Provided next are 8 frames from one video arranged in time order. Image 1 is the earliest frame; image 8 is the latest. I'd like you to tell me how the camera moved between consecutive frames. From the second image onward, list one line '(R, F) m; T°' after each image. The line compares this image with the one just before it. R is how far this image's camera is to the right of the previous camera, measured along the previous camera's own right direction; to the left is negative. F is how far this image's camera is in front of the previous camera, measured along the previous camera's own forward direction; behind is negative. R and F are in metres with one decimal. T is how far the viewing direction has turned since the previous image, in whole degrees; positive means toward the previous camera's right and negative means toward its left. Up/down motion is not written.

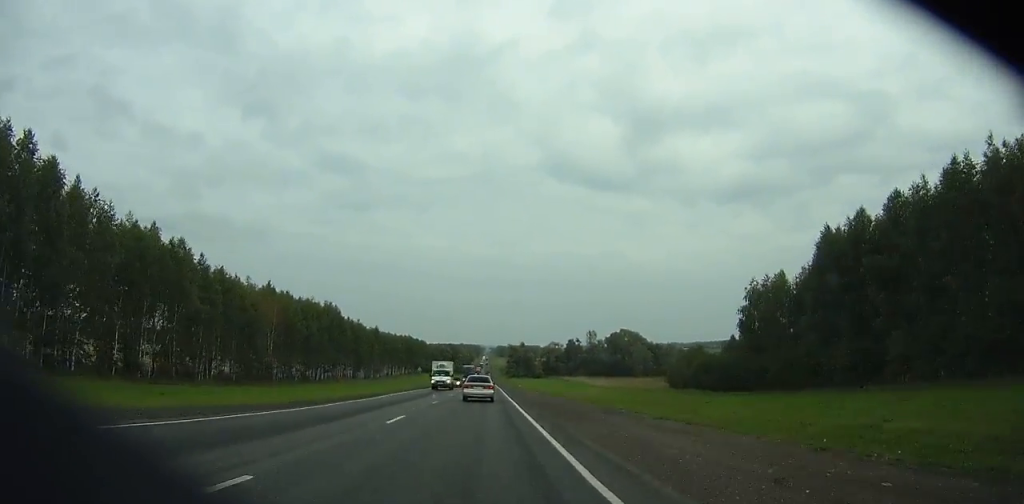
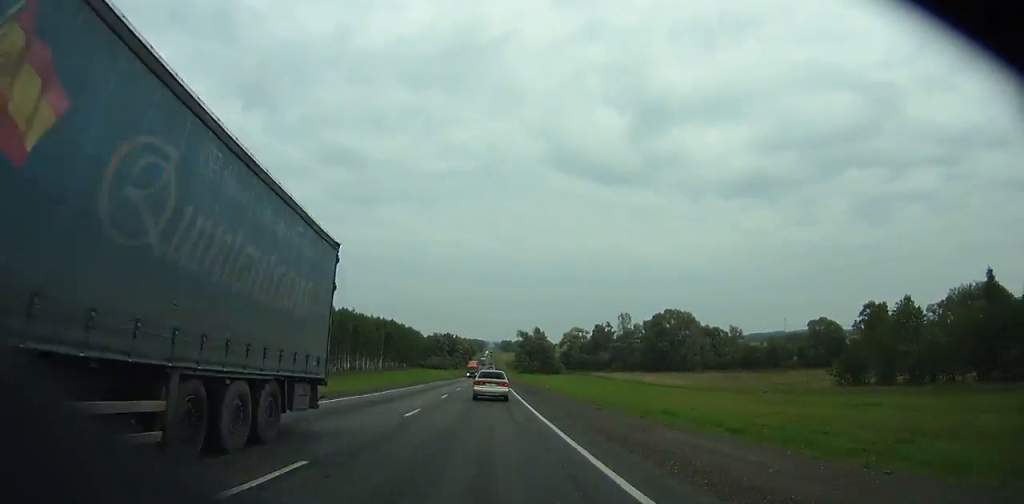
(-0.4, +69.8) m; -1°
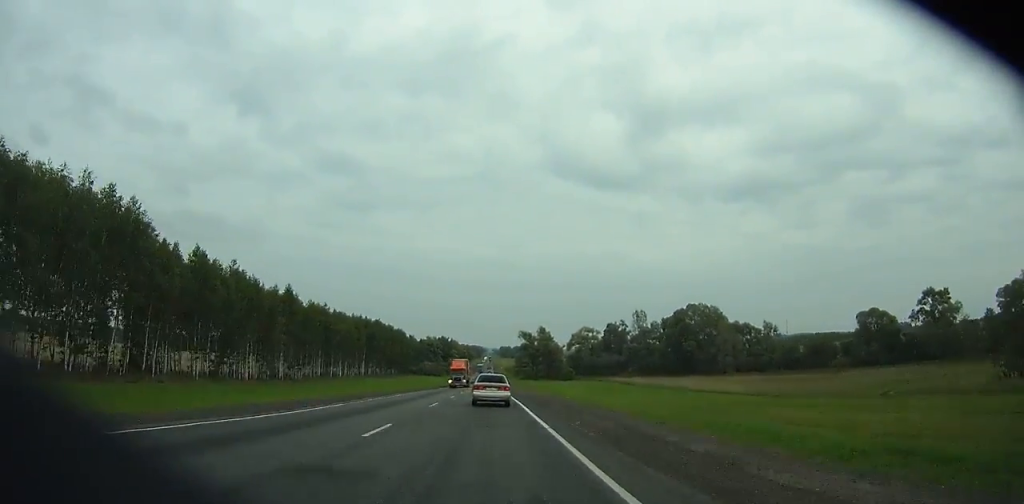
(0.0, +28.3) m; 0°
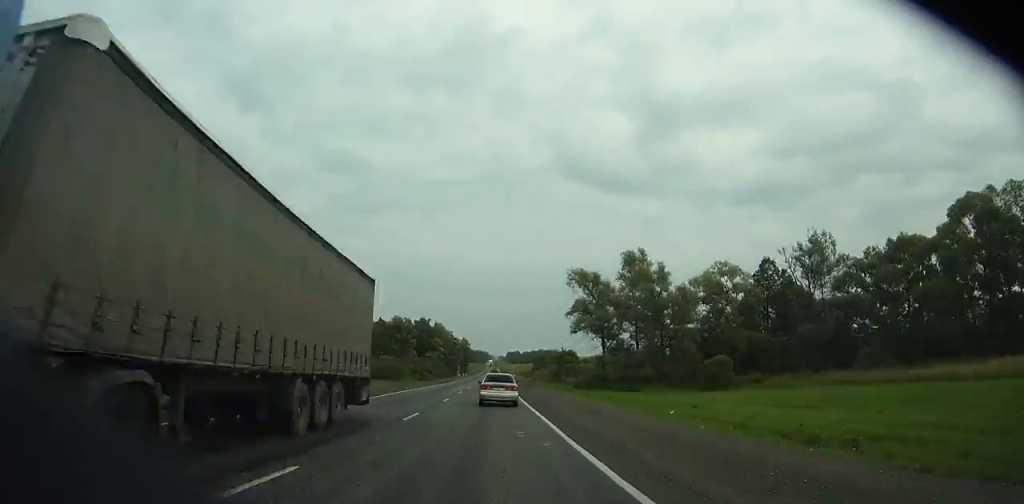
(-1.6, +128.1) m; -1°
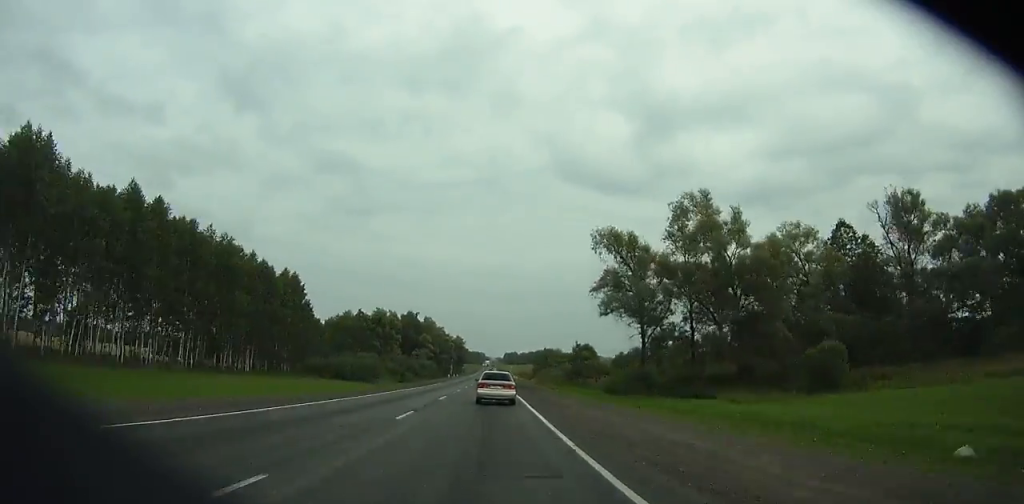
(+0.1, +24.5) m; 0°
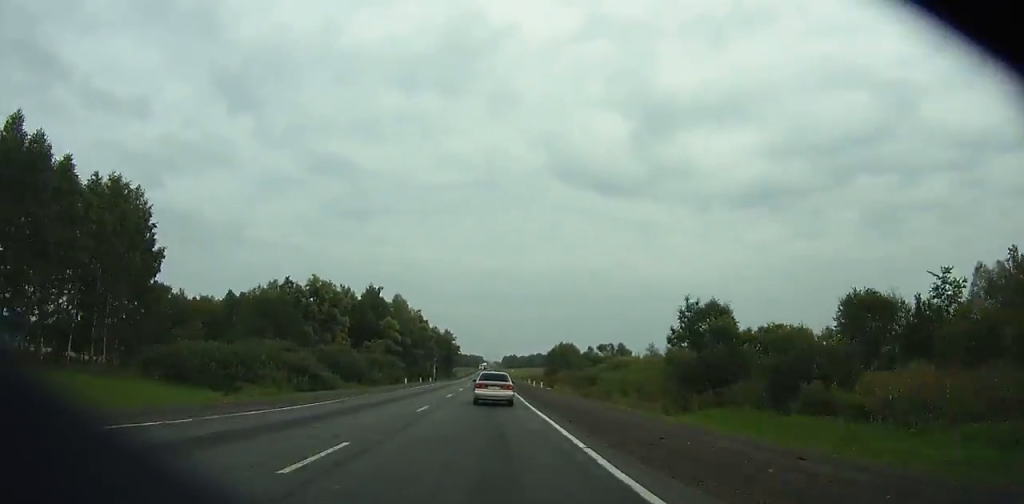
(+0.2, +56.4) m; +1°
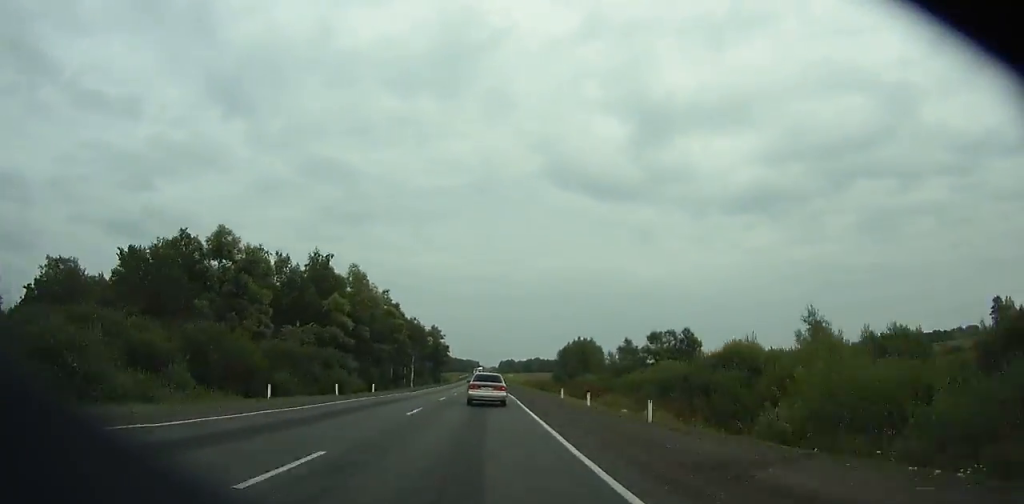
(0.0, +35.8) m; 0°
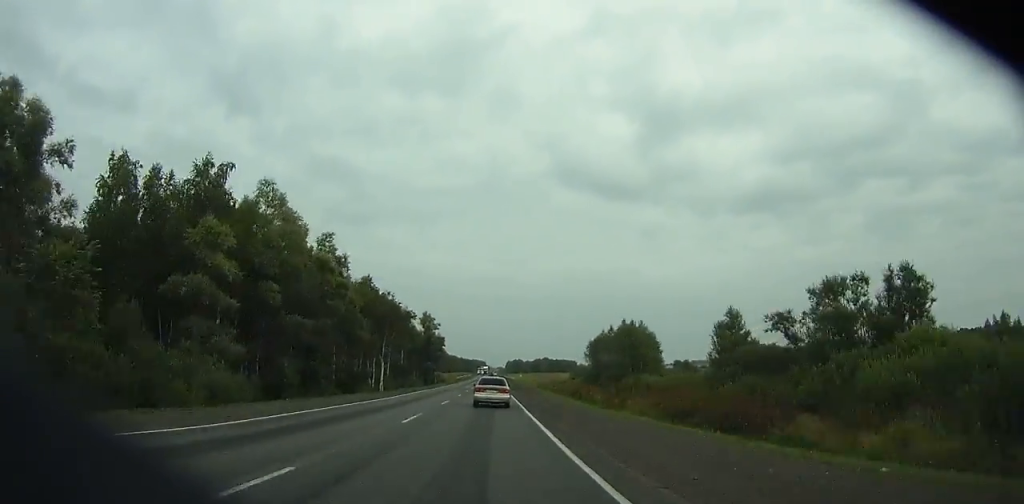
(+0.3, +37.8) m; 0°
